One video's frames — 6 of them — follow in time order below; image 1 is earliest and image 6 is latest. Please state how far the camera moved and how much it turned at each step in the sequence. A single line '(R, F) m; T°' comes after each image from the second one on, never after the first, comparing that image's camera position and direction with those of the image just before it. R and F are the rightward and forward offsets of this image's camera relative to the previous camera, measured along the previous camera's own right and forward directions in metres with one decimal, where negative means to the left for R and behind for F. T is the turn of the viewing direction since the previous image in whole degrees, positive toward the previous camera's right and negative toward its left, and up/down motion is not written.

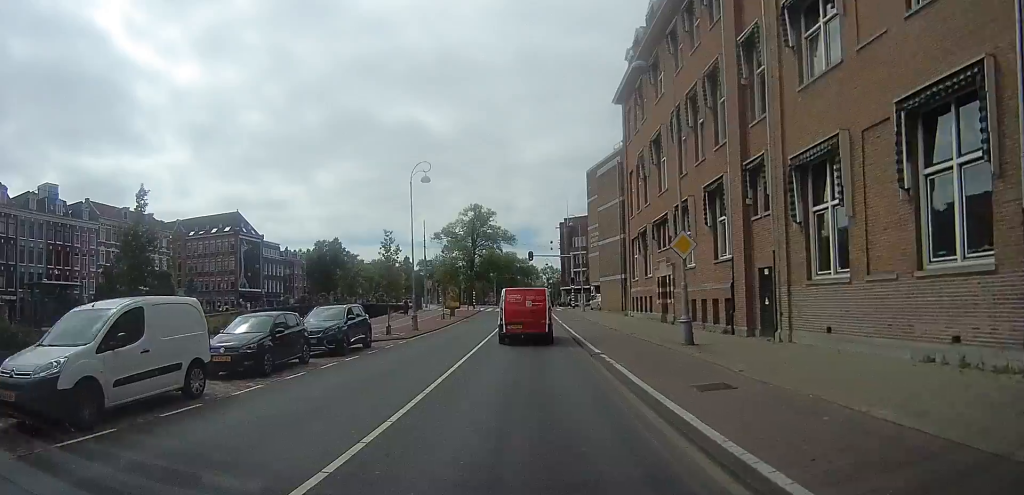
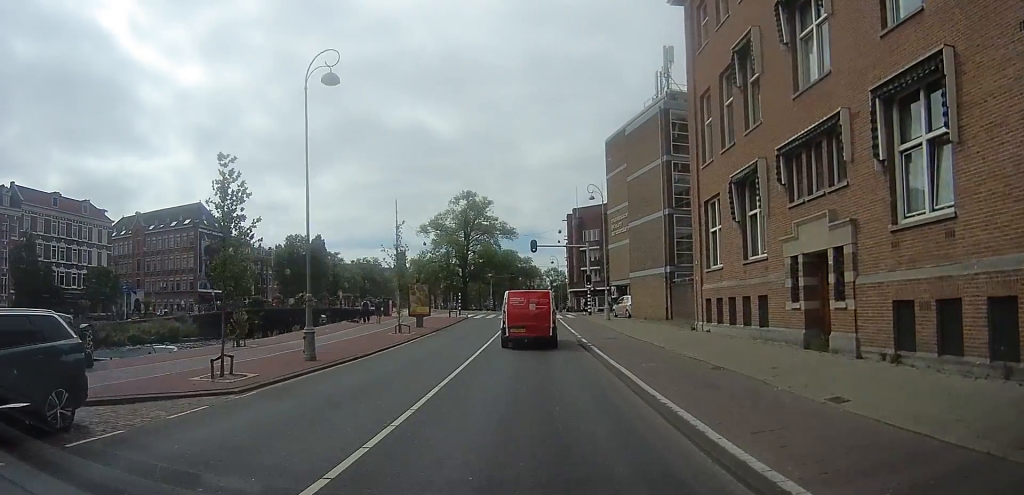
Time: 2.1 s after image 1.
(0.0, +16.3) m; 0°
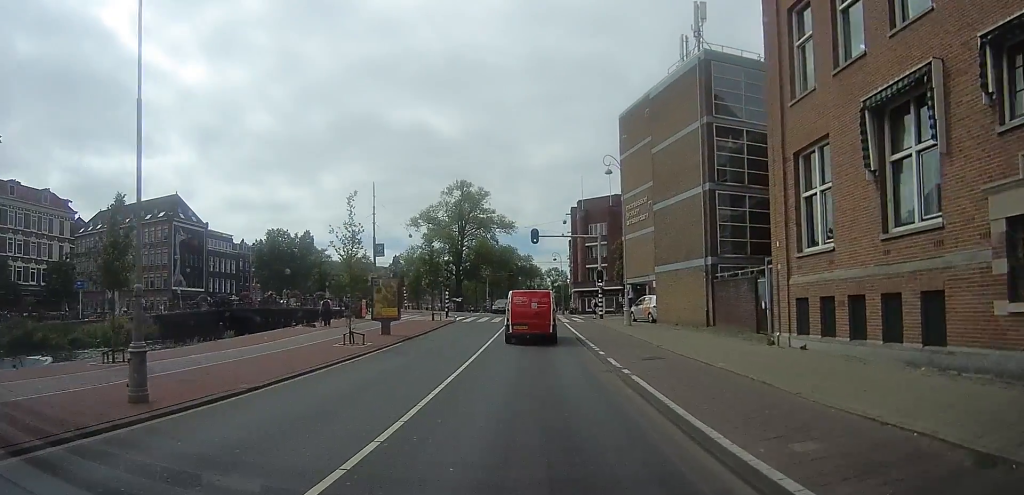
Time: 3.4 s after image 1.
(0.0, +8.0) m; 0°
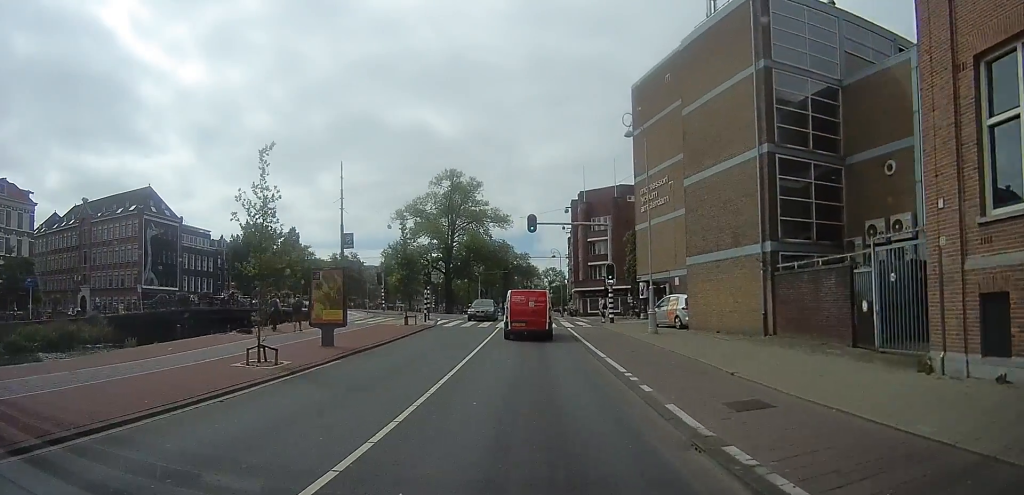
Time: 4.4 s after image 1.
(0.0, +6.7) m; -1°
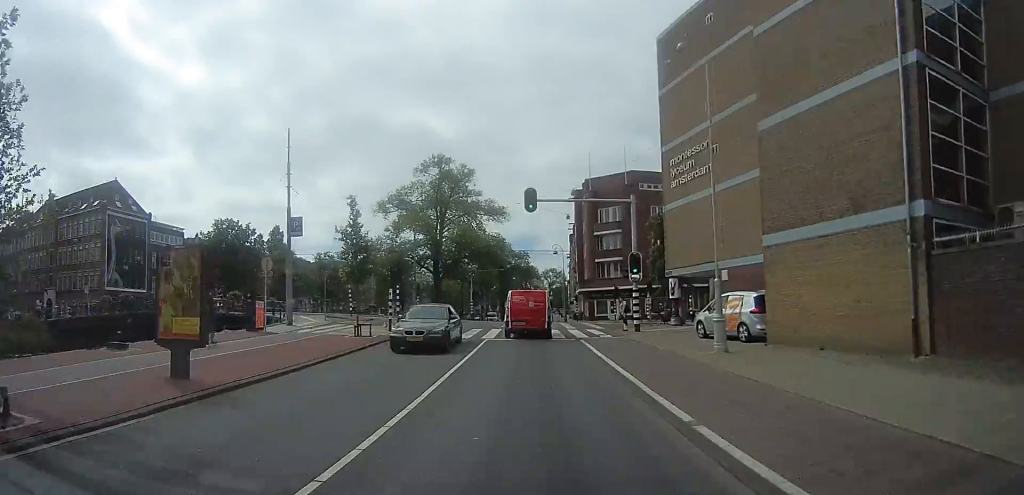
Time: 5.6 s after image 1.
(-0.1, +7.2) m; -2°
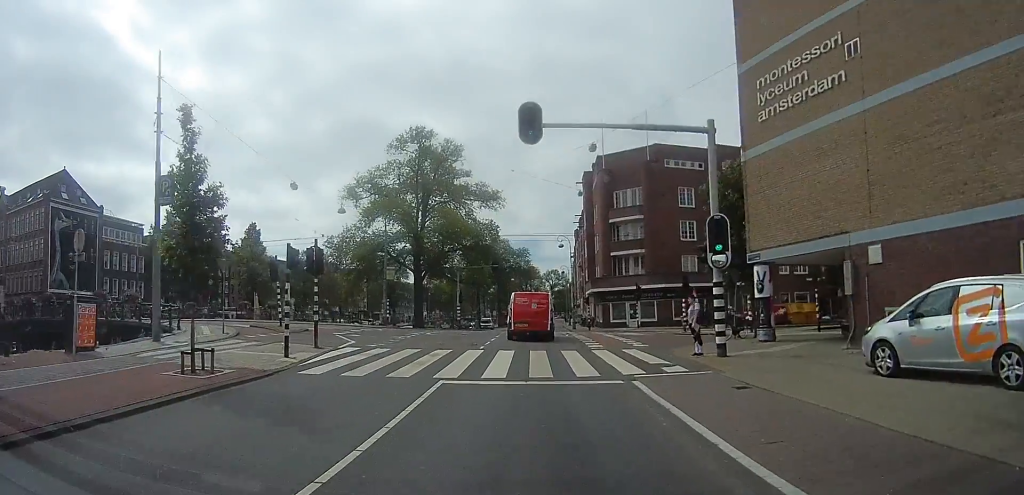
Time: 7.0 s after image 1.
(-0.2, +9.6) m; -1°
